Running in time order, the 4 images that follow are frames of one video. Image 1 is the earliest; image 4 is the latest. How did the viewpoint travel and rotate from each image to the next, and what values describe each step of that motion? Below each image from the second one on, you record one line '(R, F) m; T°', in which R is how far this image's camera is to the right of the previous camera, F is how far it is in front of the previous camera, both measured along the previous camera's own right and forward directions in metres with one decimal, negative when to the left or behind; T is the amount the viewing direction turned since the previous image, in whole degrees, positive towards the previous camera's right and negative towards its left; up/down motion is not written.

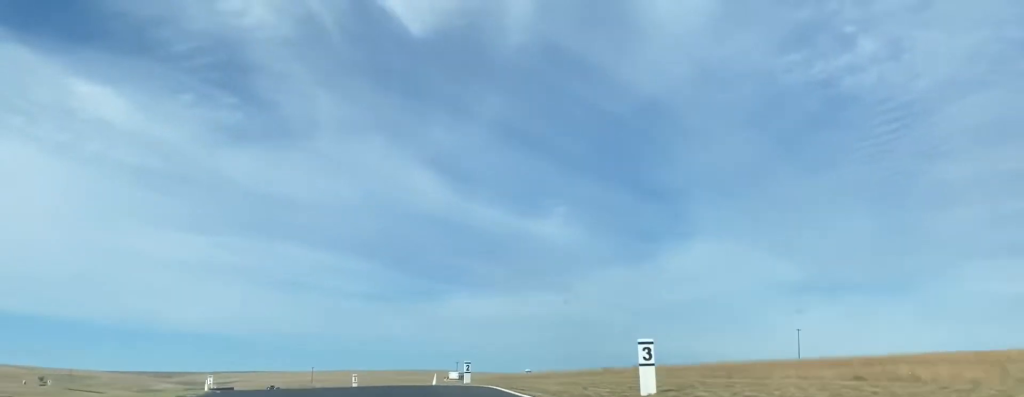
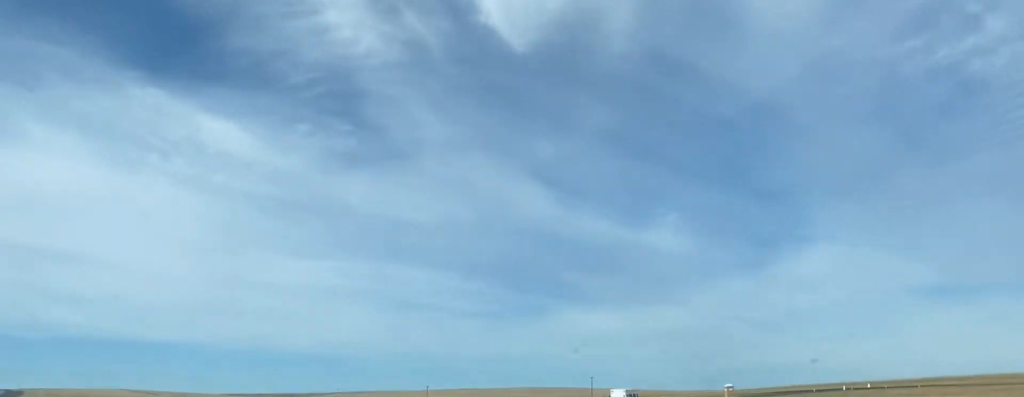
(-4.9, +48.8) m; -9°
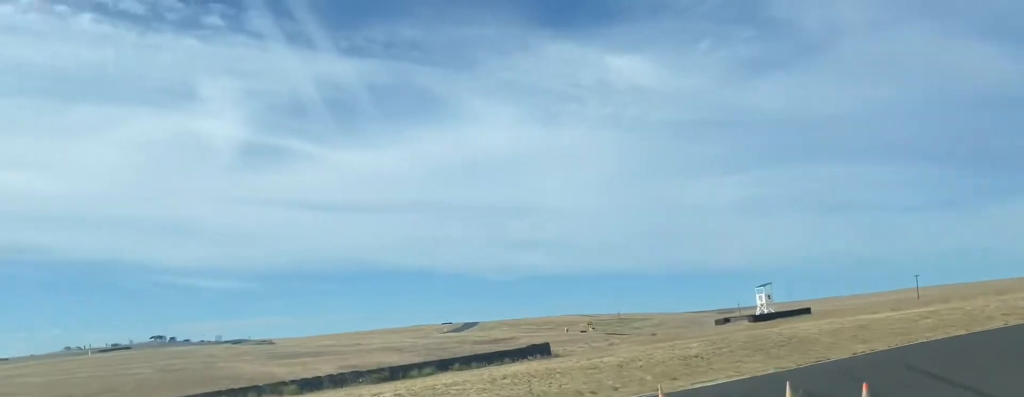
(-9.4, +84.0) m; -33°
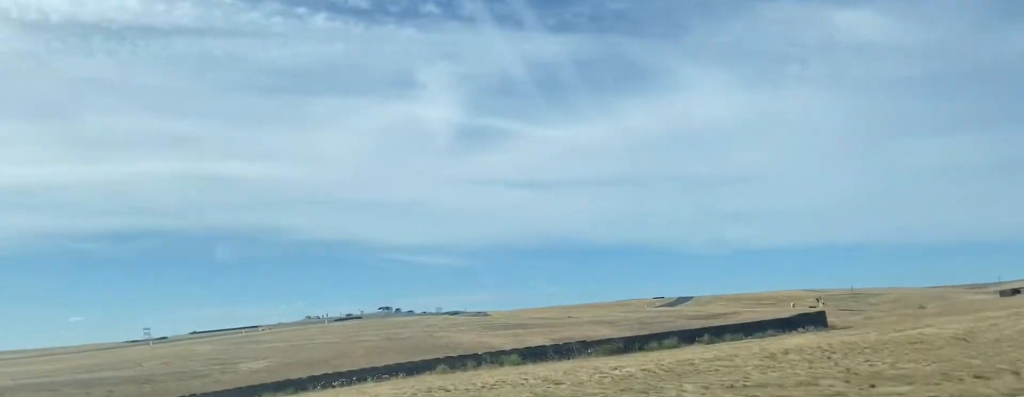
(+0.6, +8.5) m; -16°
